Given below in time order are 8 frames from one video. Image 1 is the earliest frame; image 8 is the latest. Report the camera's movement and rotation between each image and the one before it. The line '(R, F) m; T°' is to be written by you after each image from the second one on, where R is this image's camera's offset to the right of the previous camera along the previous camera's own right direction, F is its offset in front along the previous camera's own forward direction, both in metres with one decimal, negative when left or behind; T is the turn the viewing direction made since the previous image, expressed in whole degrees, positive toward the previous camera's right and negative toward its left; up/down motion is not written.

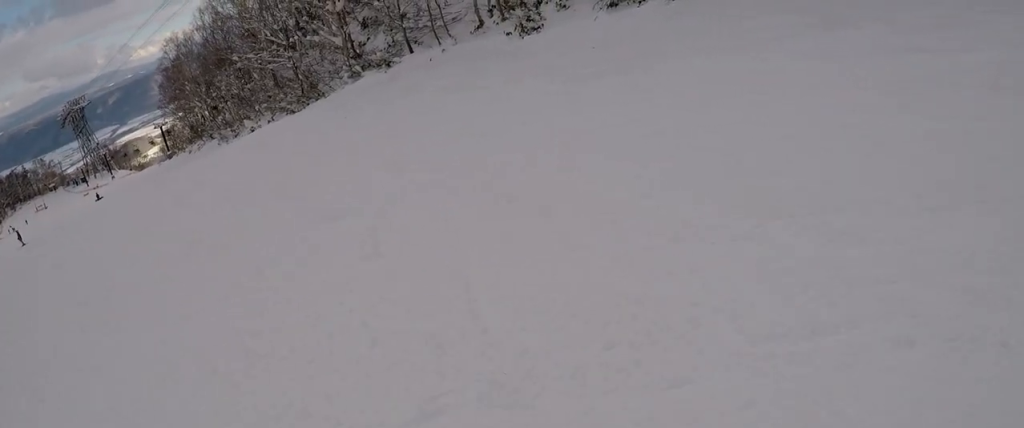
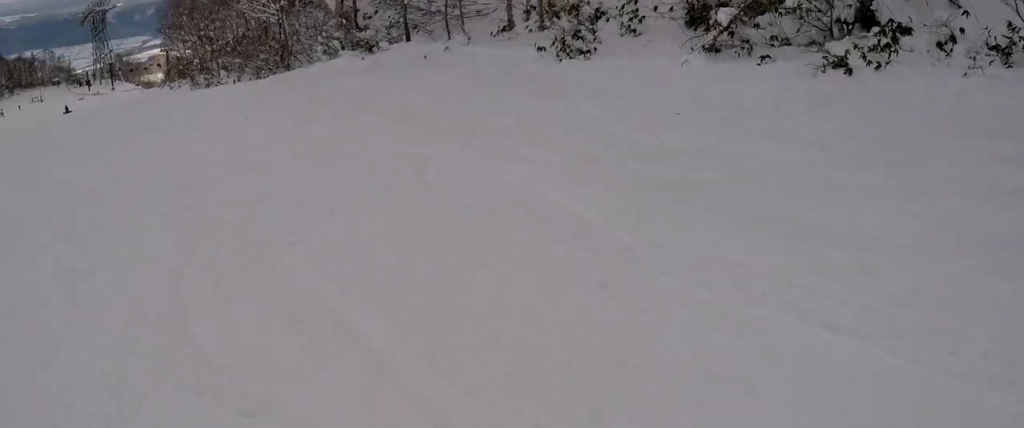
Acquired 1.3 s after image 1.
(+0.4, +8.9) m; -13°
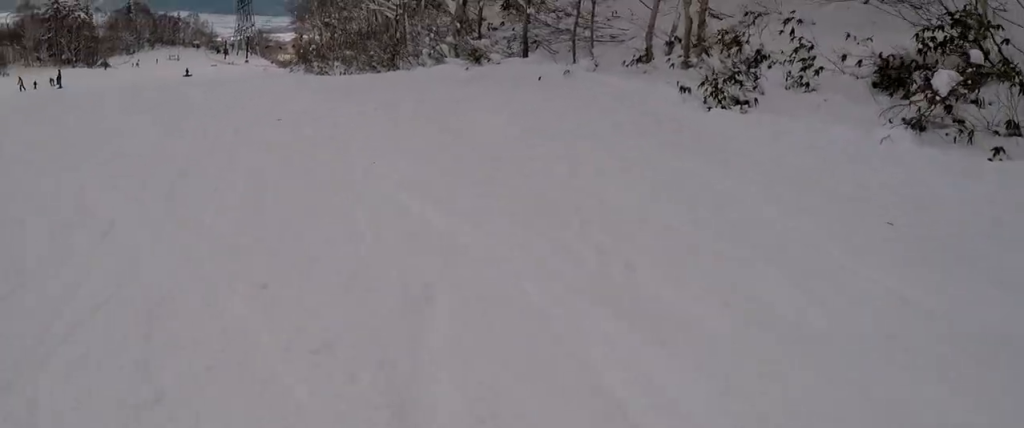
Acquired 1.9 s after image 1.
(+0.4, +4.0) m; -20°
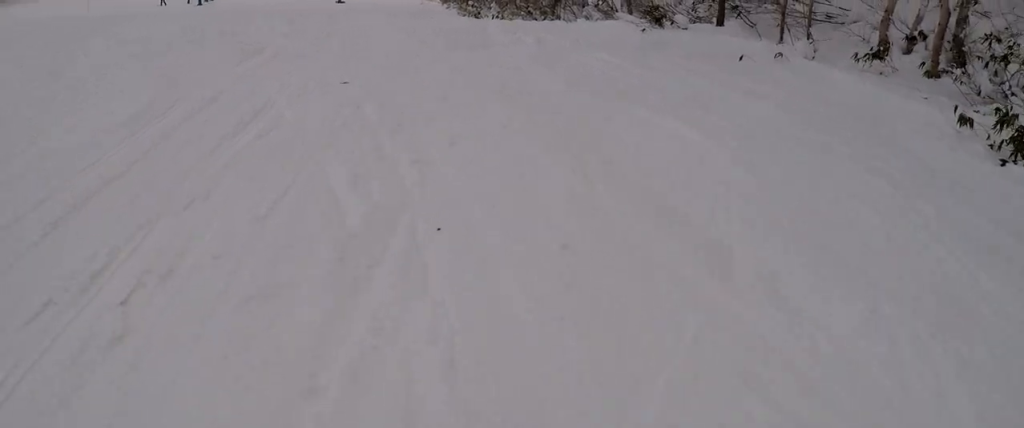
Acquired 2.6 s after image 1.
(-1.8, +3.6) m; -24°
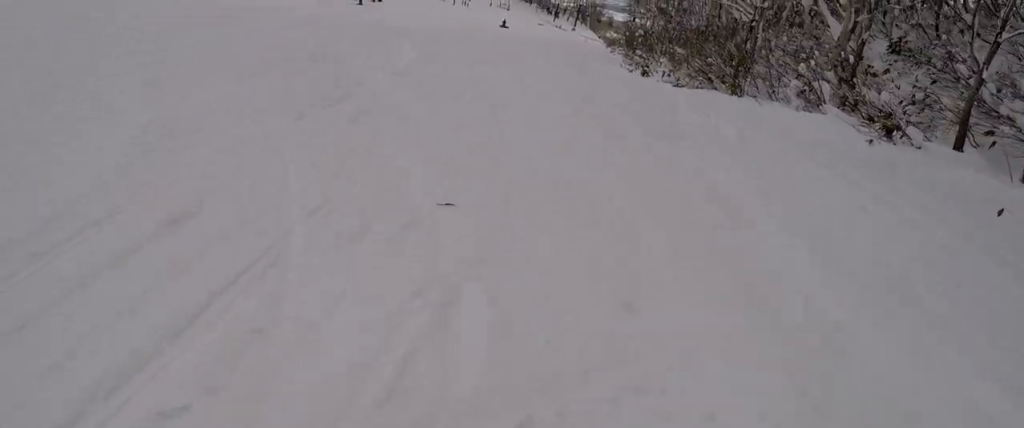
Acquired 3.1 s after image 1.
(-0.6, +3.4) m; -15°
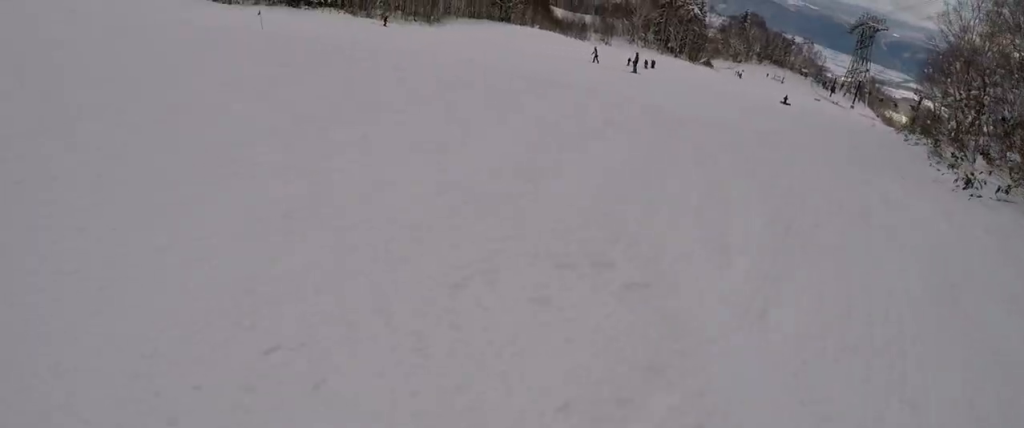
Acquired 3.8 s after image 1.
(-1.0, +4.5) m; -2°
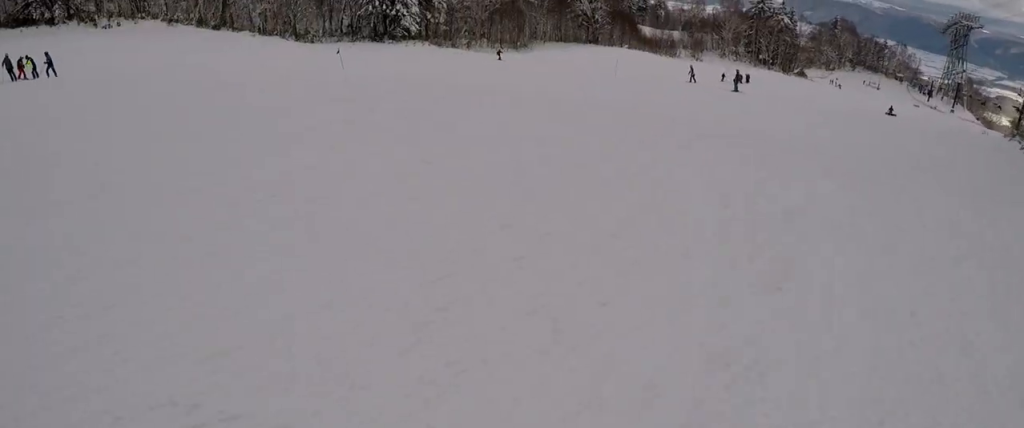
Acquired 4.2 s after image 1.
(+0.1, +2.5) m; +8°
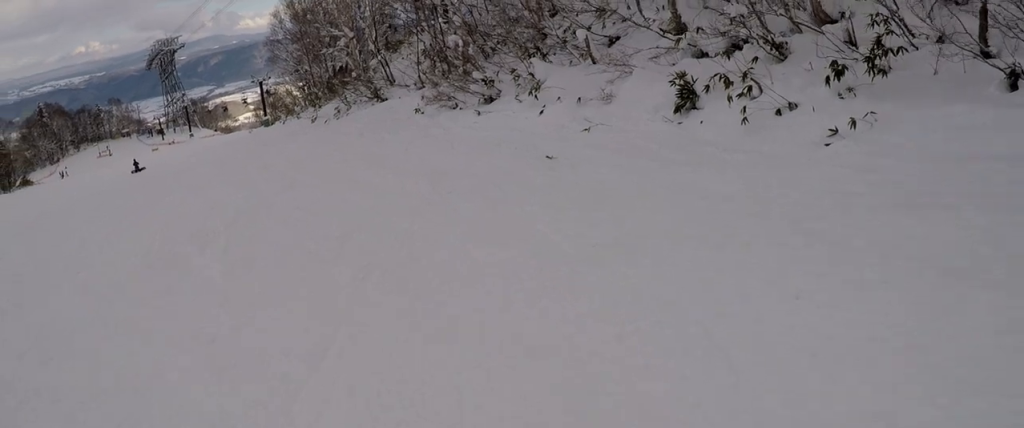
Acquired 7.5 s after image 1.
(+13.7, +15.7) m; +45°
